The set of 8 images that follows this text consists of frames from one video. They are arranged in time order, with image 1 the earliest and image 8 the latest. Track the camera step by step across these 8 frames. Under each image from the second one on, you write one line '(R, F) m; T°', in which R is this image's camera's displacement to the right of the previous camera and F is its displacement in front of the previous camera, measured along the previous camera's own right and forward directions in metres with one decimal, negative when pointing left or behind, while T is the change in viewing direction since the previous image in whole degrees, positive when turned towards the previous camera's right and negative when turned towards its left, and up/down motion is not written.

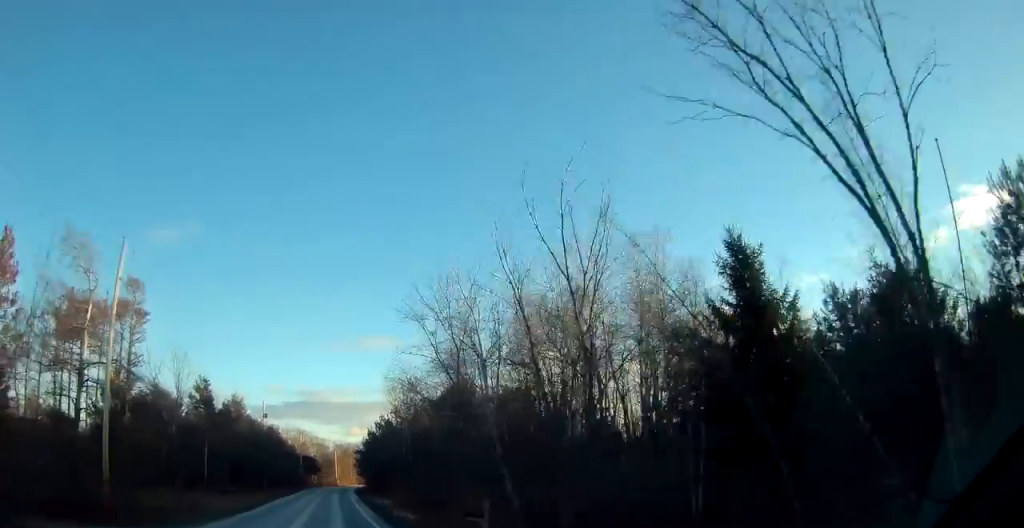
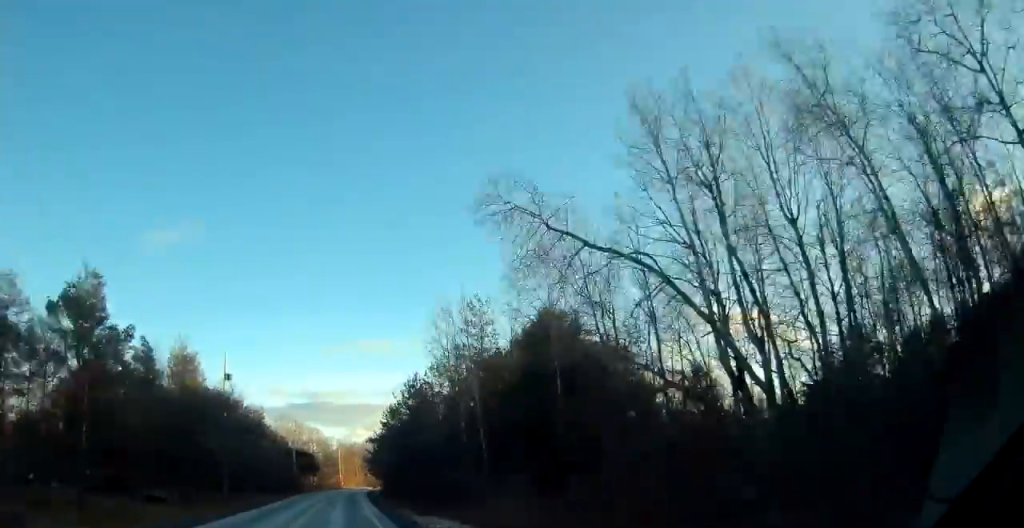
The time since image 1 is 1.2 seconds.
(-0.4, +30.6) m; 0°
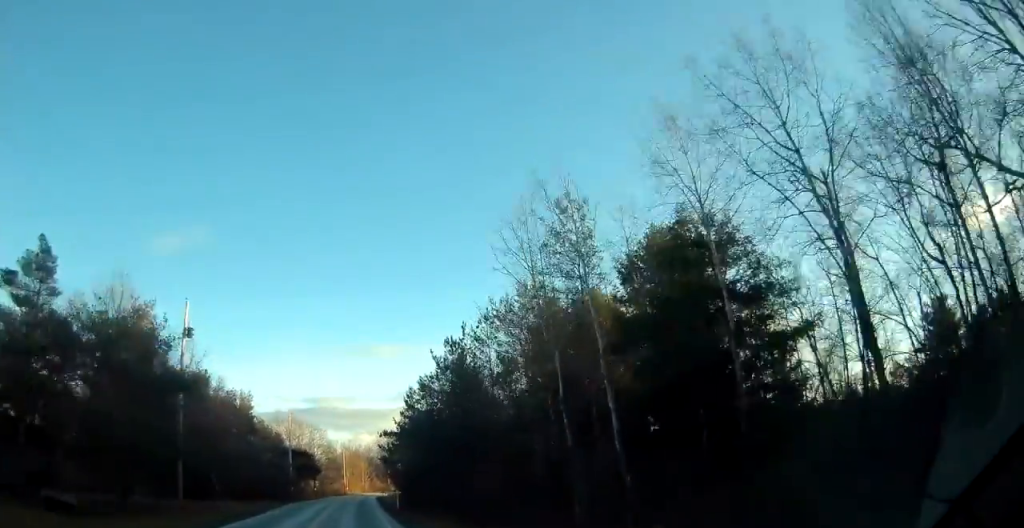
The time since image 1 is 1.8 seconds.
(+0.2, +16.2) m; 0°
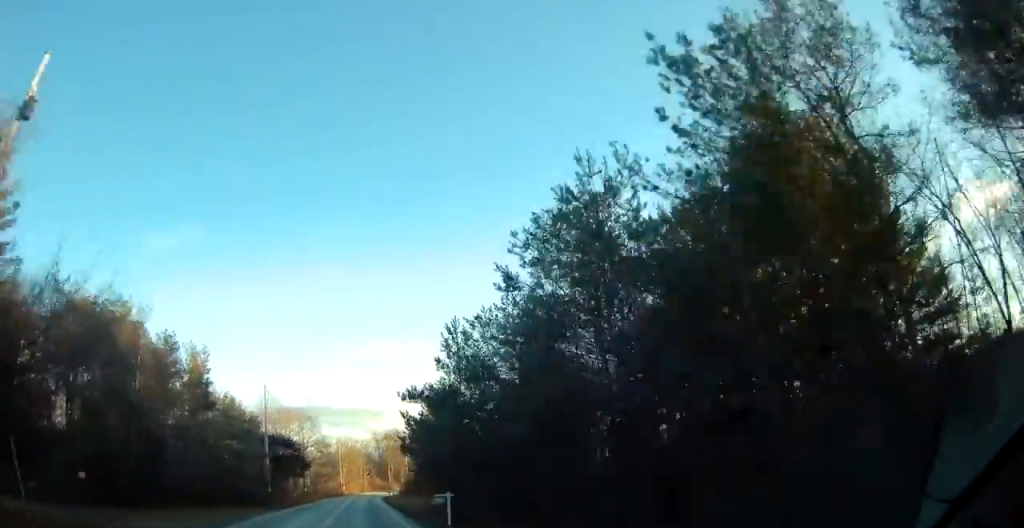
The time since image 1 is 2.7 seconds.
(+0.2, +22.1) m; 0°
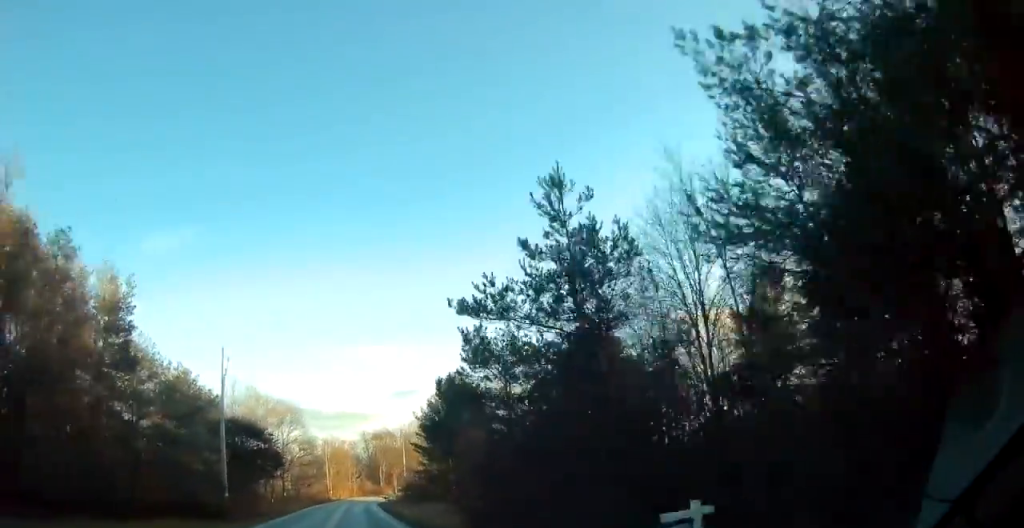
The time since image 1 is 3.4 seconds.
(-0.2, +18.0) m; 0°
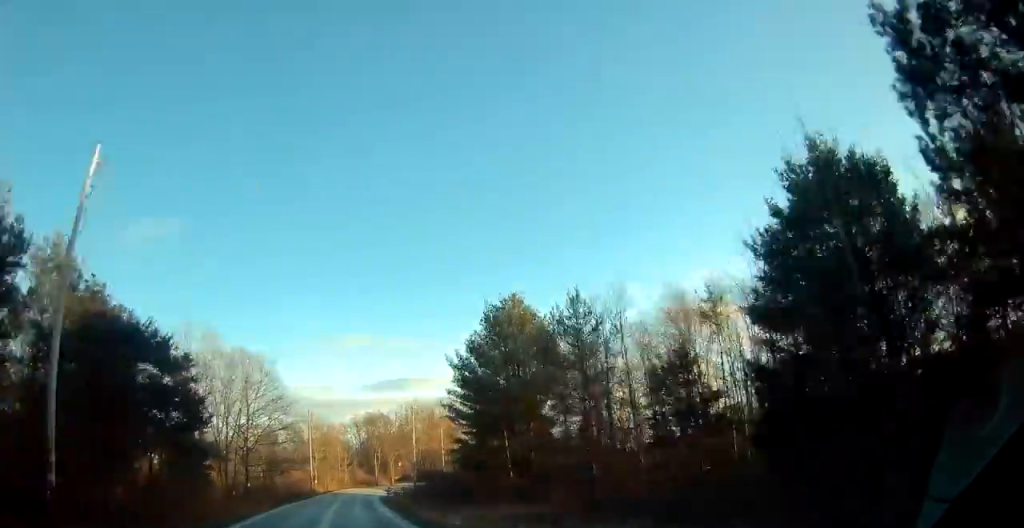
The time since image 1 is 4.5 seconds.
(+0.5, +25.8) m; +1°
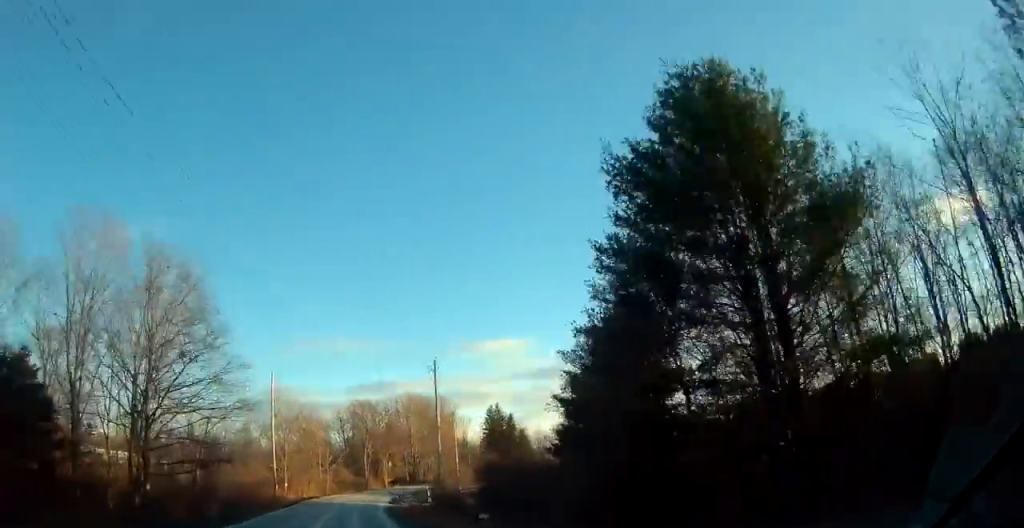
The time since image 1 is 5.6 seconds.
(+0.3, +28.7) m; +2°
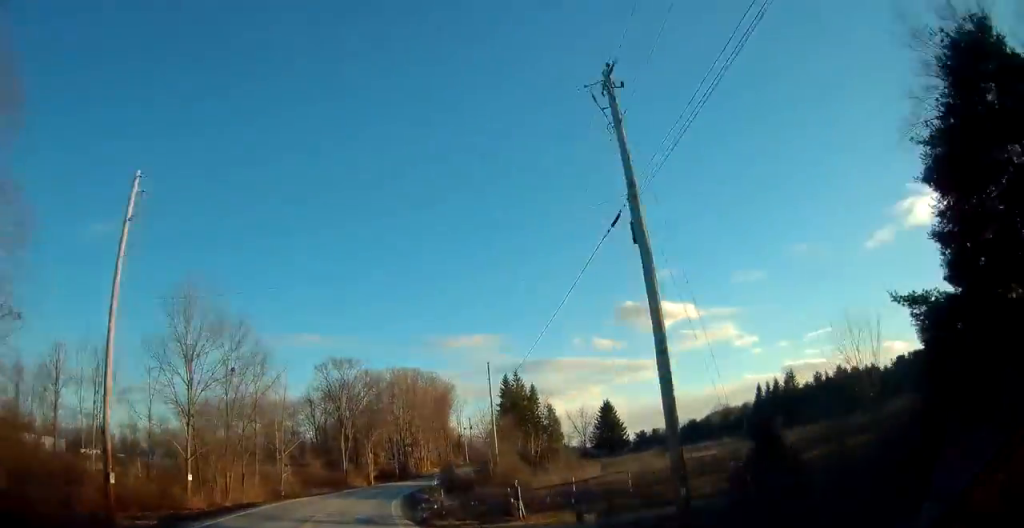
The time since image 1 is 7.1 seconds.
(+1.1, +35.1) m; +4°
